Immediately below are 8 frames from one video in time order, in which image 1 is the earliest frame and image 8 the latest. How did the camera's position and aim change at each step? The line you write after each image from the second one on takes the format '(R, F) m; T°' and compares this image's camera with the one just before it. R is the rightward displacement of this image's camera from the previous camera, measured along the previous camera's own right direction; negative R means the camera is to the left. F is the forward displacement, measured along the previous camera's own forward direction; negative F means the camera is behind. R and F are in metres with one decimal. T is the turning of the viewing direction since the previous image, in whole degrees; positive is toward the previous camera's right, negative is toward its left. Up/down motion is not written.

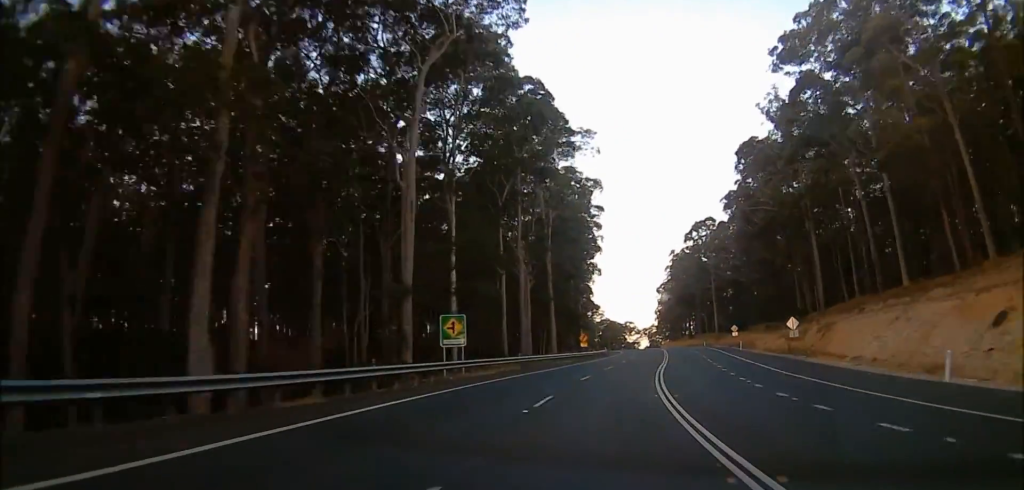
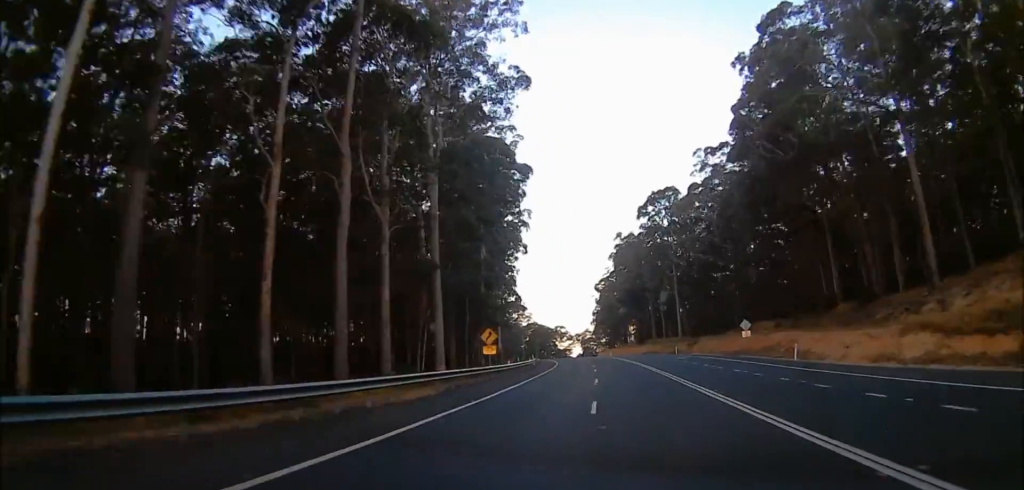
(0.0, +36.5) m; 0°
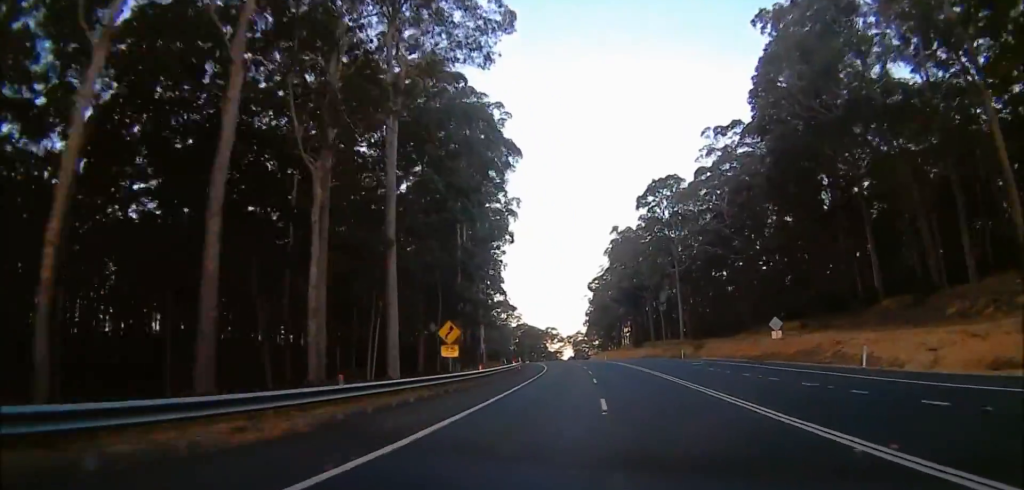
(0.0, +10.5) m; 0°
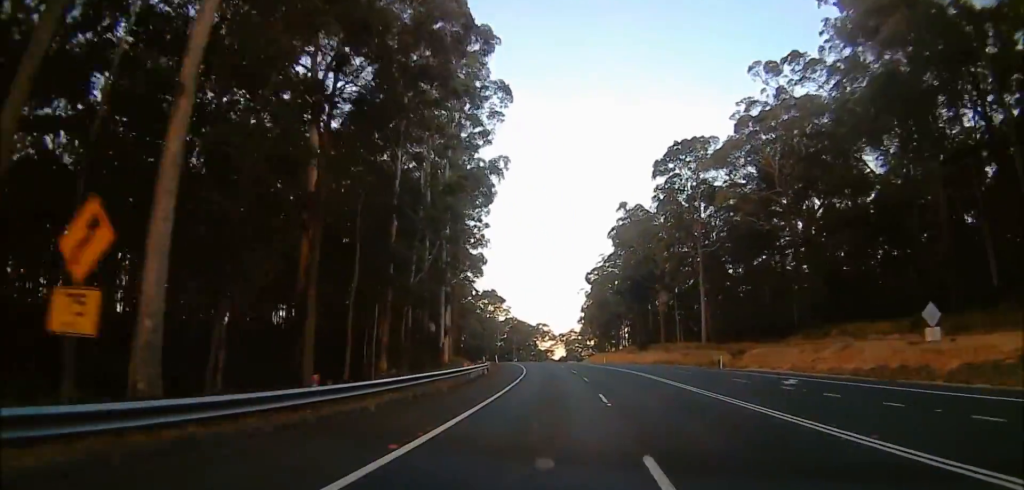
(0.0, +21.7) m; 0°
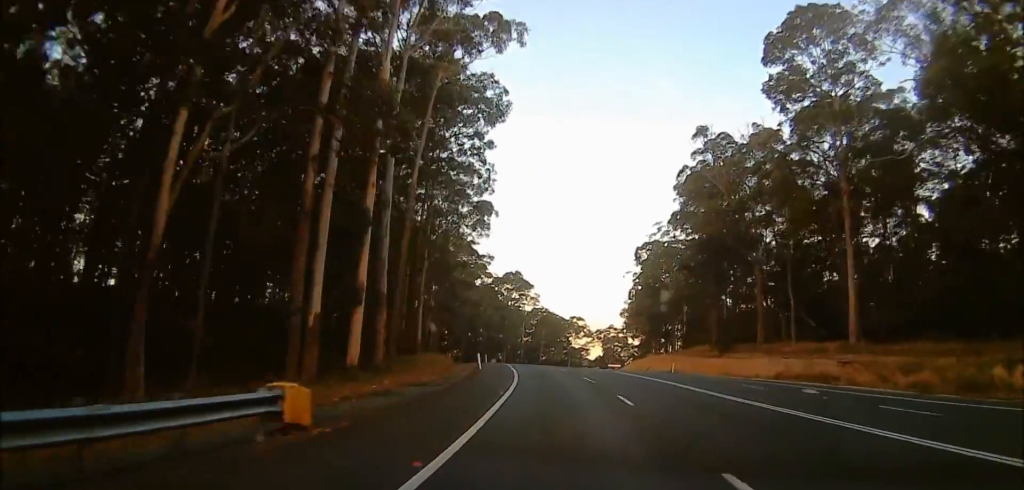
(+1.2, +36.5) m; +5°
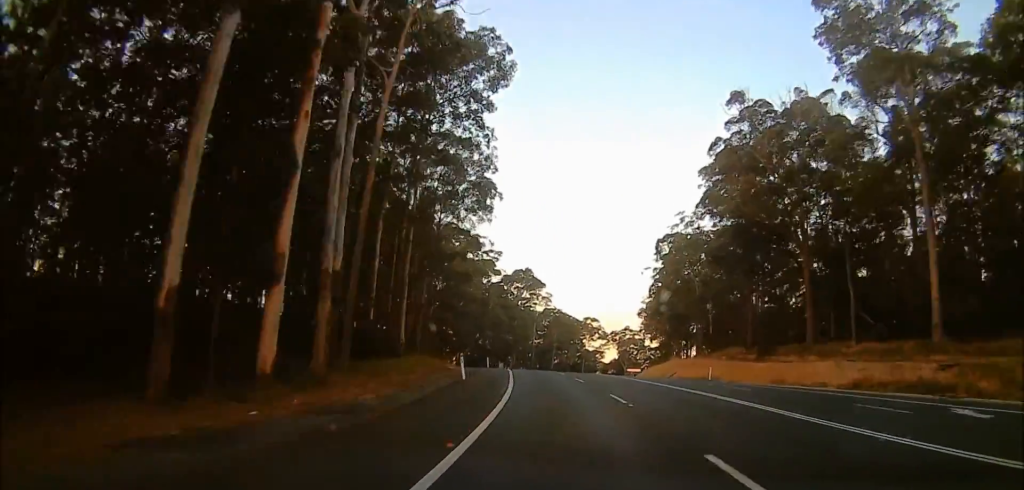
(+0.3, +10.3) m; +1°
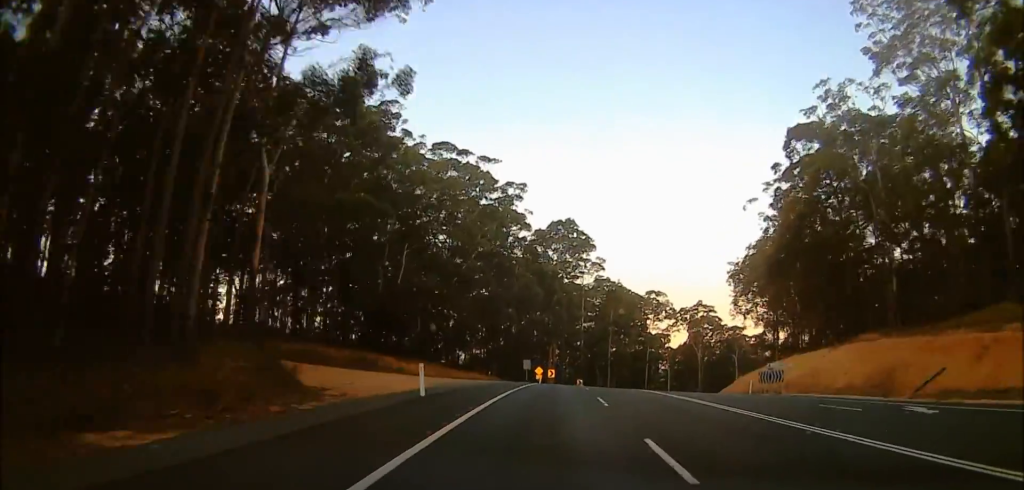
(+0.2, +45.9) m; -3°
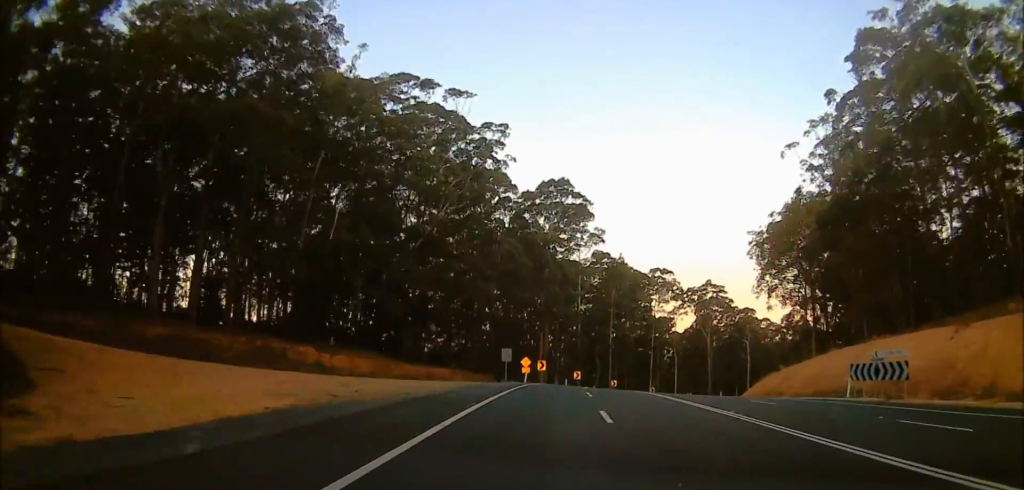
(-0.8, +16.7) m; 0°
